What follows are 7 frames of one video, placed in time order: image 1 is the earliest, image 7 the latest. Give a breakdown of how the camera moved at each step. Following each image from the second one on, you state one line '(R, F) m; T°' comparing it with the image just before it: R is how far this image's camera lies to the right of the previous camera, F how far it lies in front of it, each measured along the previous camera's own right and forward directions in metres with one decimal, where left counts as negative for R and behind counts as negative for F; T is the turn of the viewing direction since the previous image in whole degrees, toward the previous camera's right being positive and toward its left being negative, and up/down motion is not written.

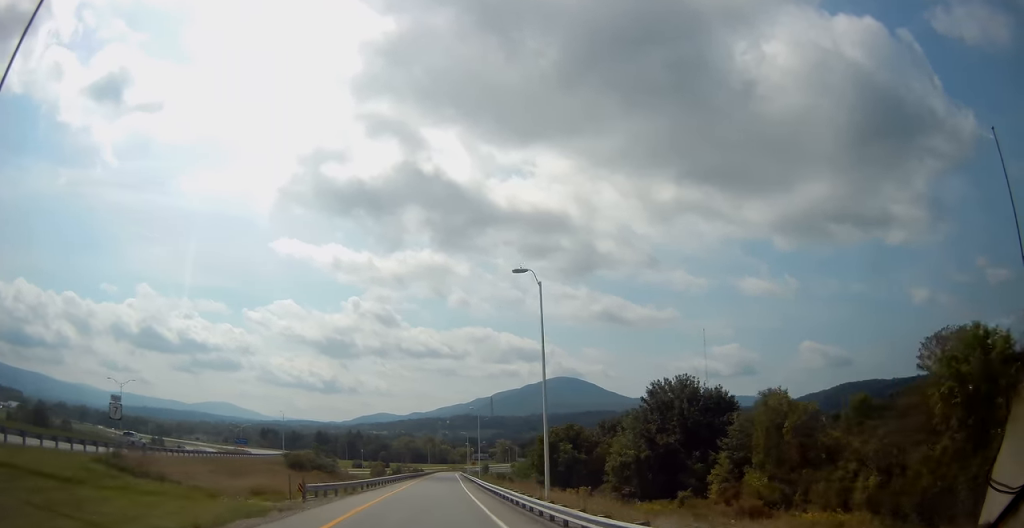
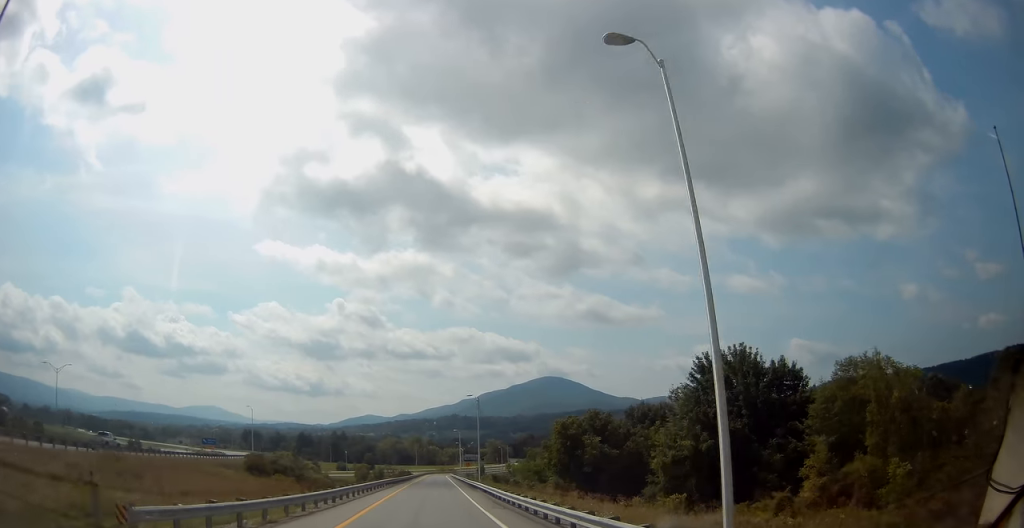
(+0.3, +16.3) m; +2°
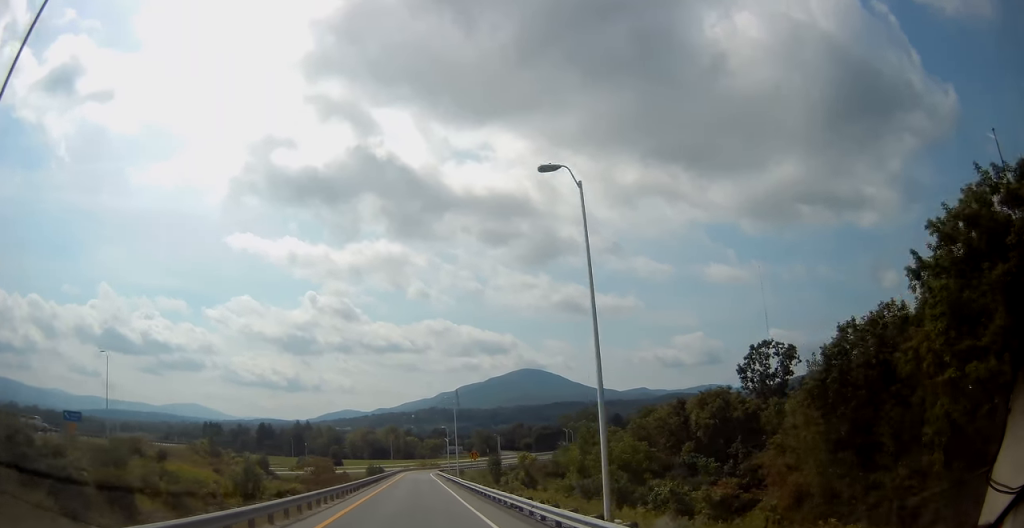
(+1.8, +52.9) m; +2°
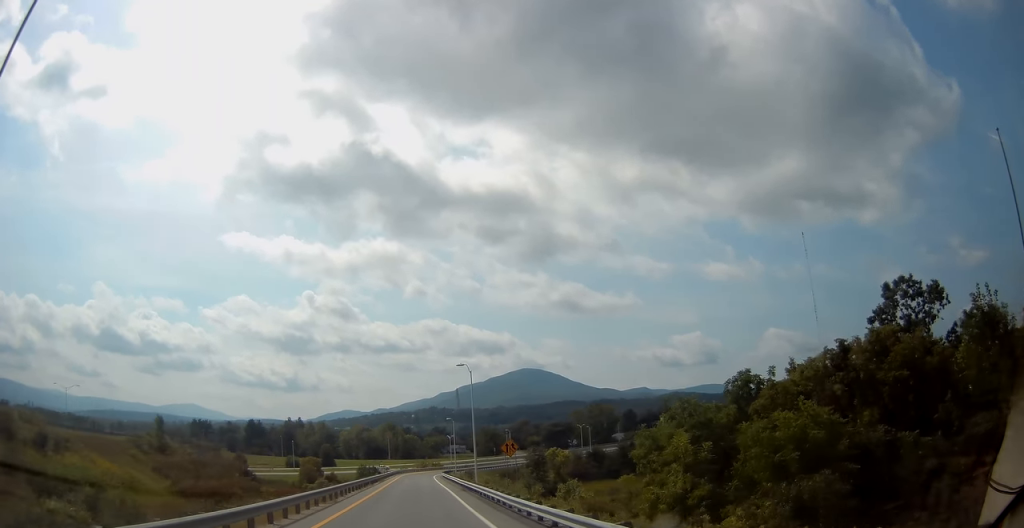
(0.0, +25.4) m; -1°
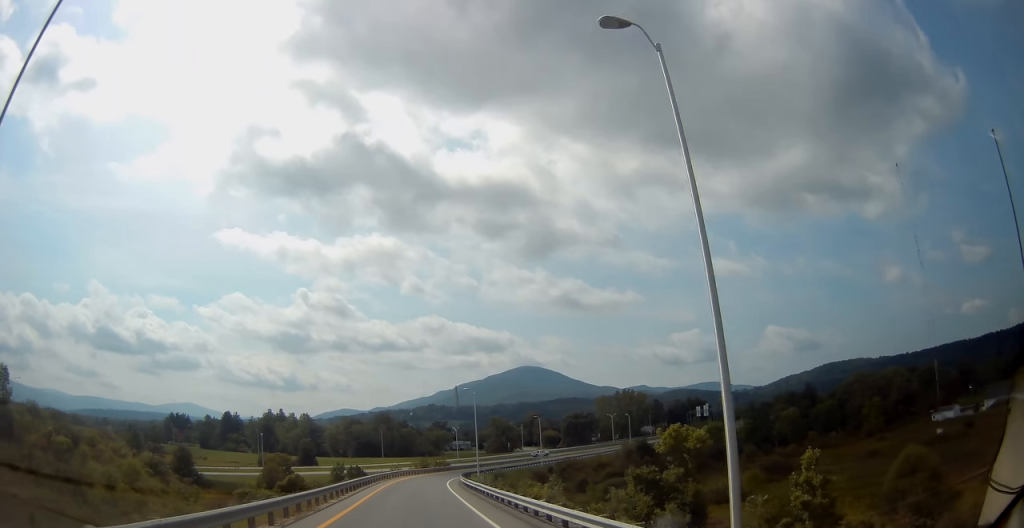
(-0.1, +42.1) m; 0°
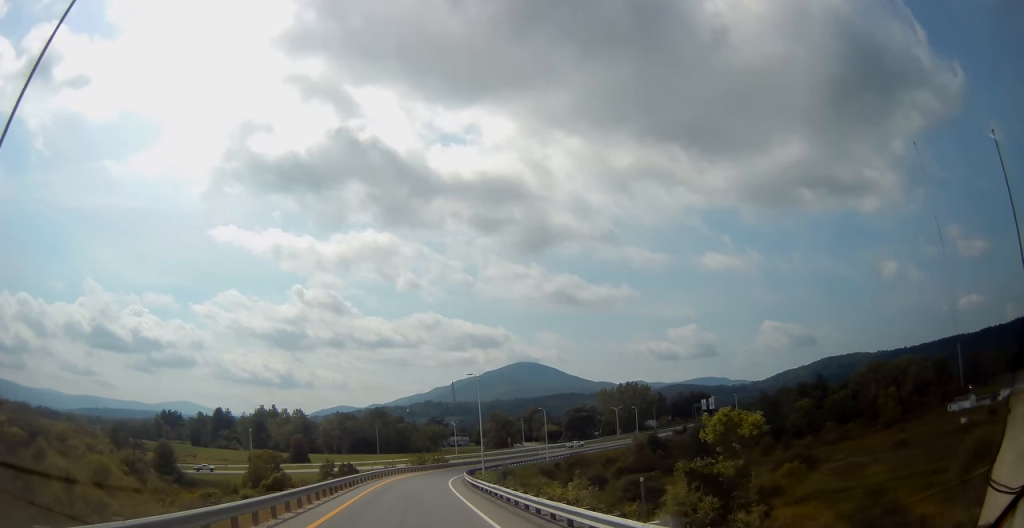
(0.0, +8.4) m; 0°
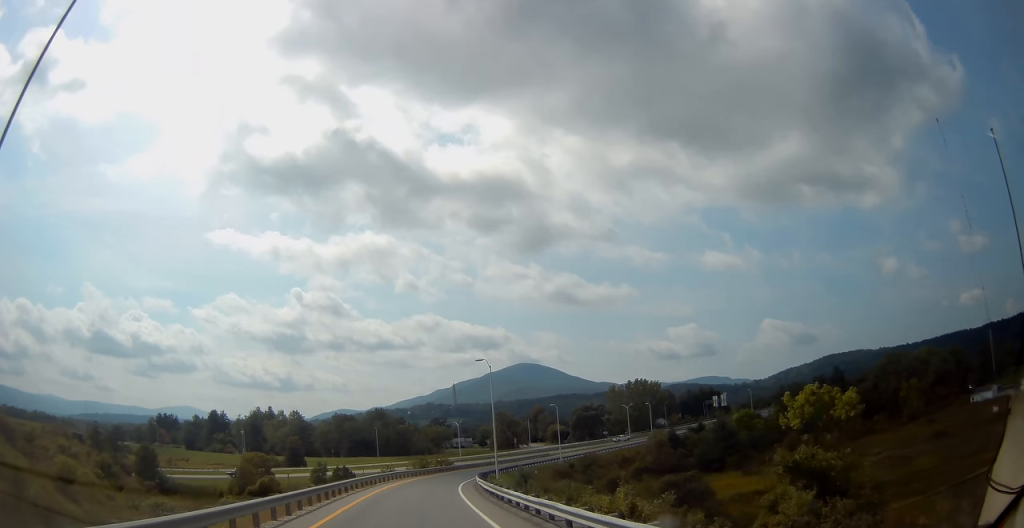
(-0.1, +9.7) m; 0°
